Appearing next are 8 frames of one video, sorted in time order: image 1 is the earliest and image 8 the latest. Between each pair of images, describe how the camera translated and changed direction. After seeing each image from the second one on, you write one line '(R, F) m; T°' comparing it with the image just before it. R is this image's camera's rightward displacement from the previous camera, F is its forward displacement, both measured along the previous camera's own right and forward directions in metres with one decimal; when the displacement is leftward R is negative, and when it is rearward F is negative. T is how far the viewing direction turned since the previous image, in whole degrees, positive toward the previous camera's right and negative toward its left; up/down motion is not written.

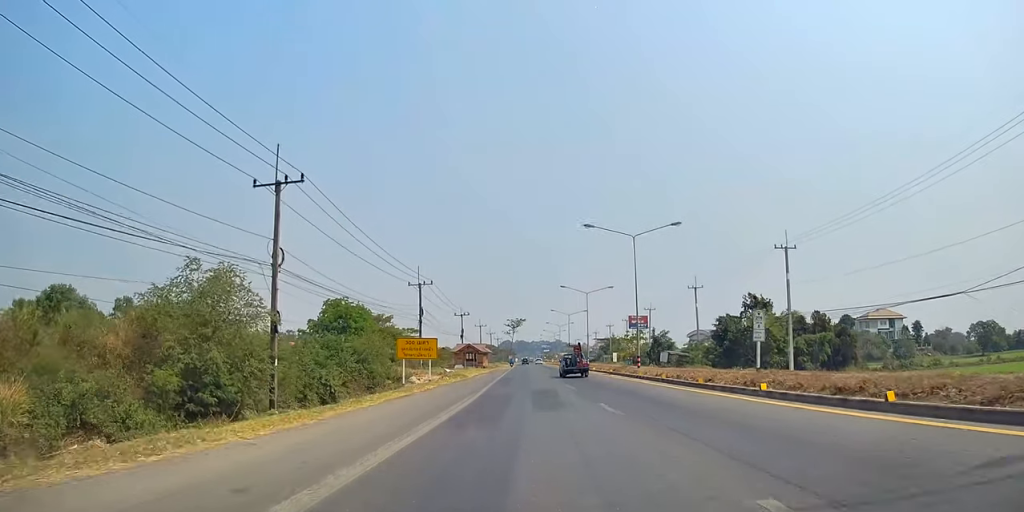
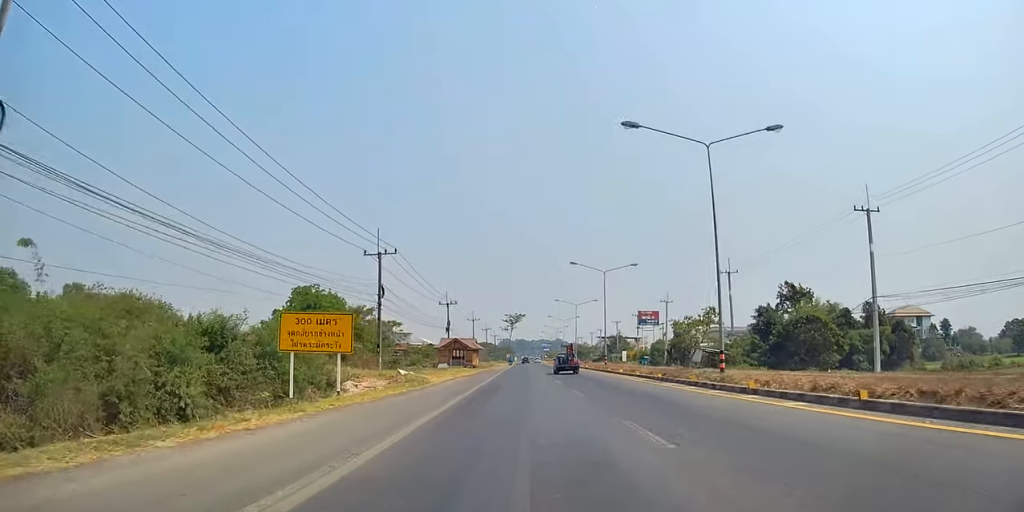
(-0.3, +18.2) m; -1°
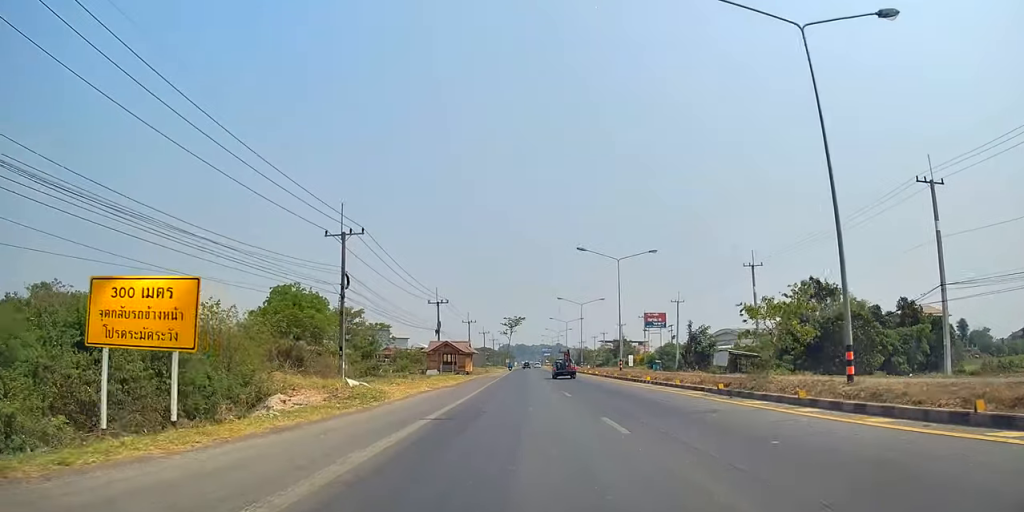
(-0.3, +8.9) m; 0°
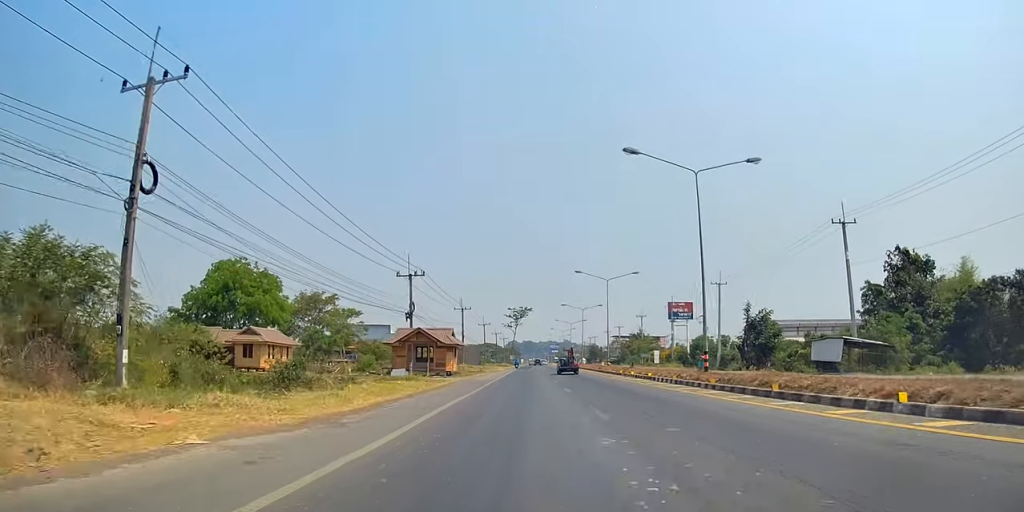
(+0.8, +22.7) m; +2°
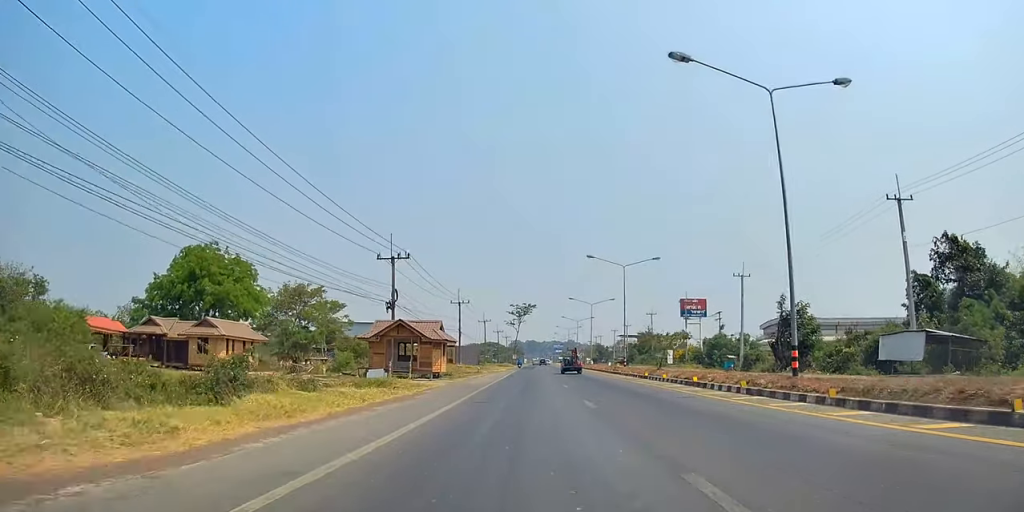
(+0.1, +9.3) m; -1°
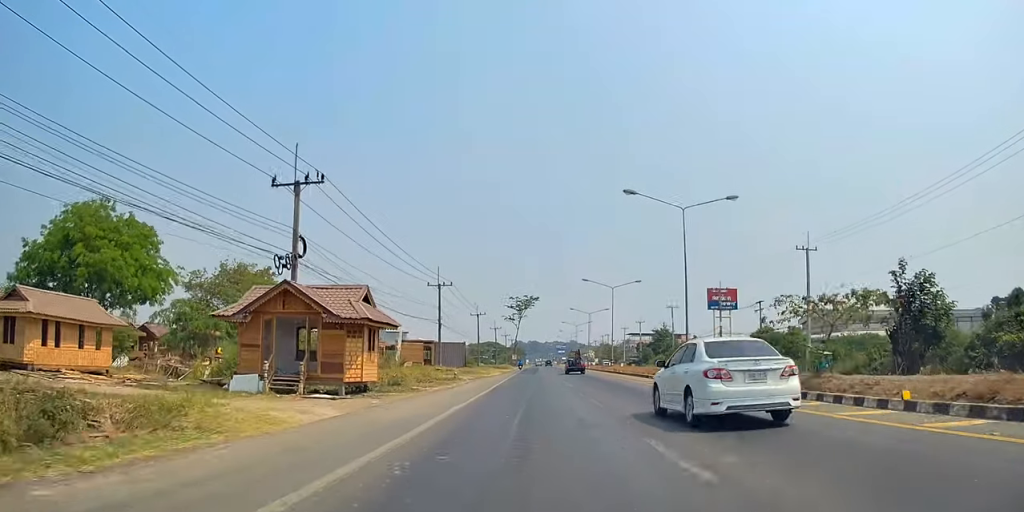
(-0.6, +20.4) m; -1°
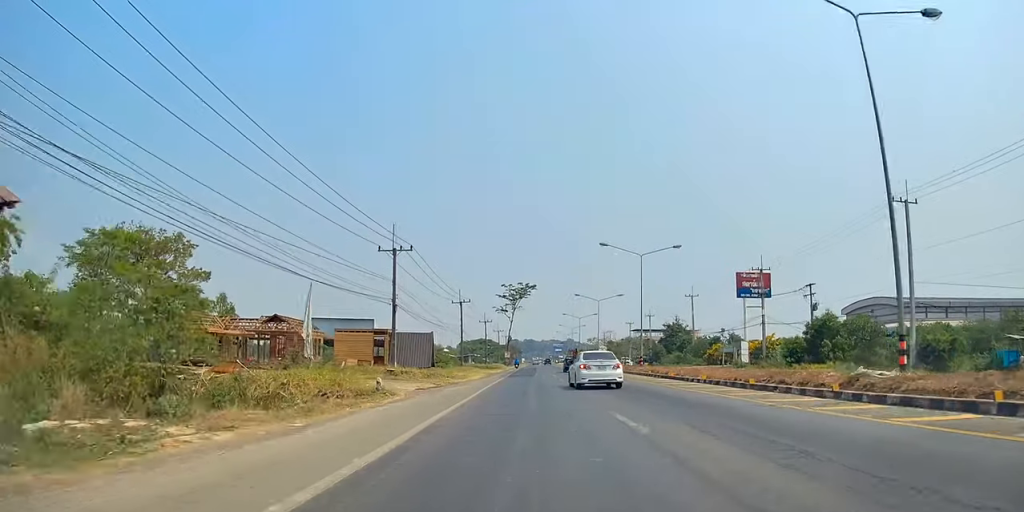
(+0.4, +20.9) m; +2°
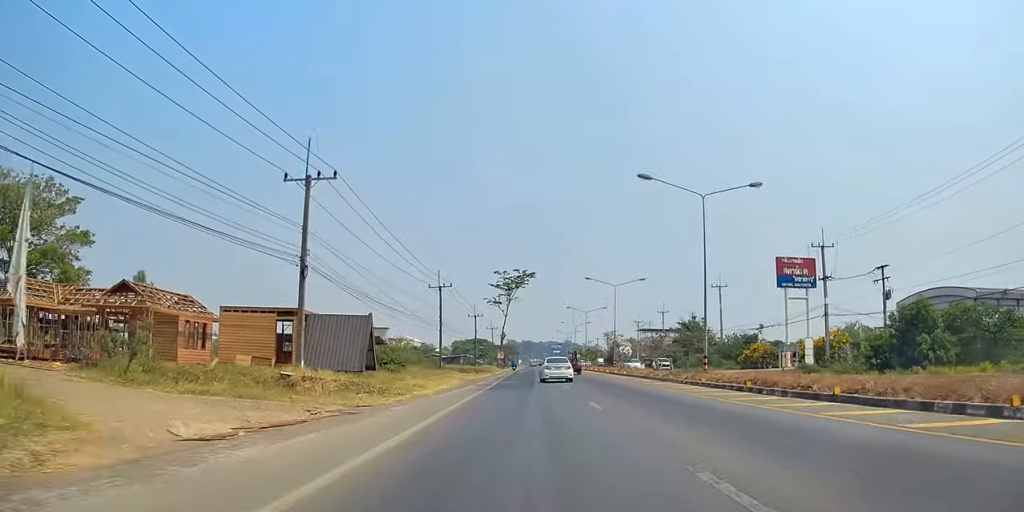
(+0.1, +18.7) m; +1°
